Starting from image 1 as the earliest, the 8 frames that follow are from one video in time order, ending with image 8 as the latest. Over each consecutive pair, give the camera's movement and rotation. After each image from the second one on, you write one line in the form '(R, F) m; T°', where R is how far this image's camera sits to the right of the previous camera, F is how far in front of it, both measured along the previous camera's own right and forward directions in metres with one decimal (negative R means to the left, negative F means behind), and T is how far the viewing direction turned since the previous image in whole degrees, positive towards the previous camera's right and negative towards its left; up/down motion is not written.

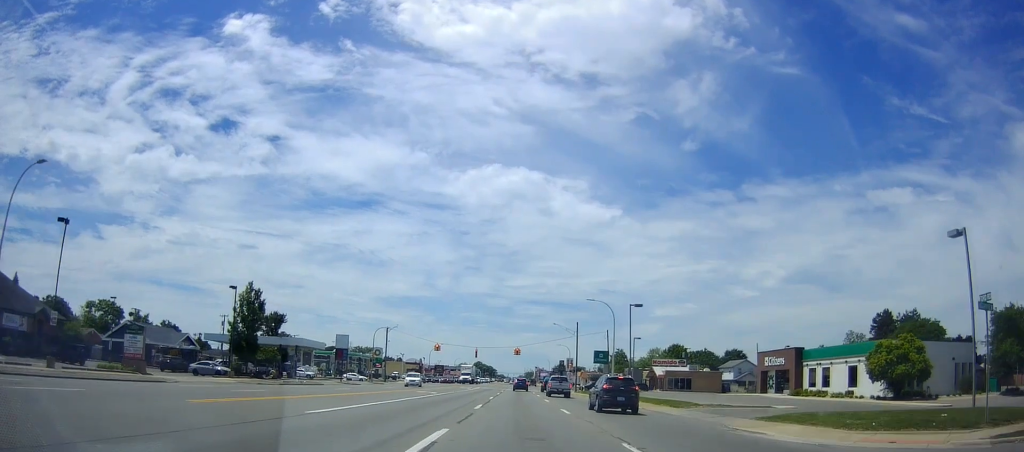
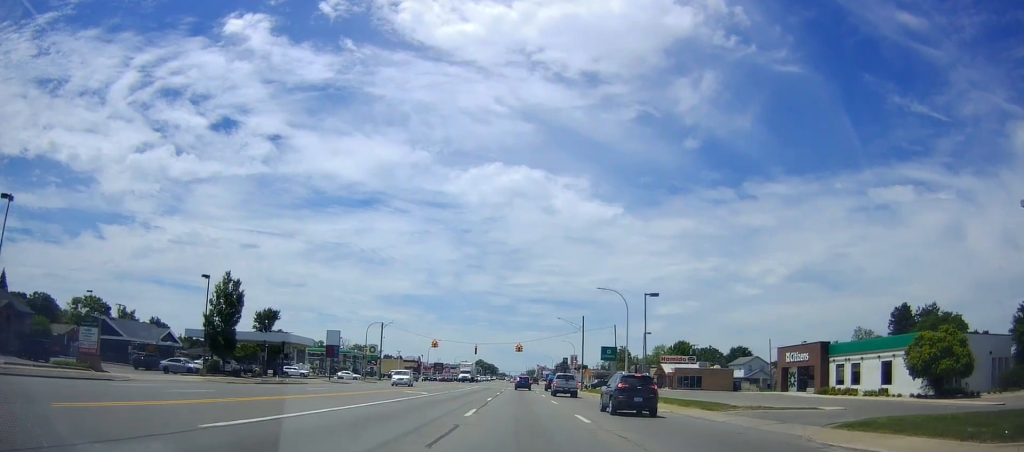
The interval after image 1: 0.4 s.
(-0.2, +6.0) m; 0°
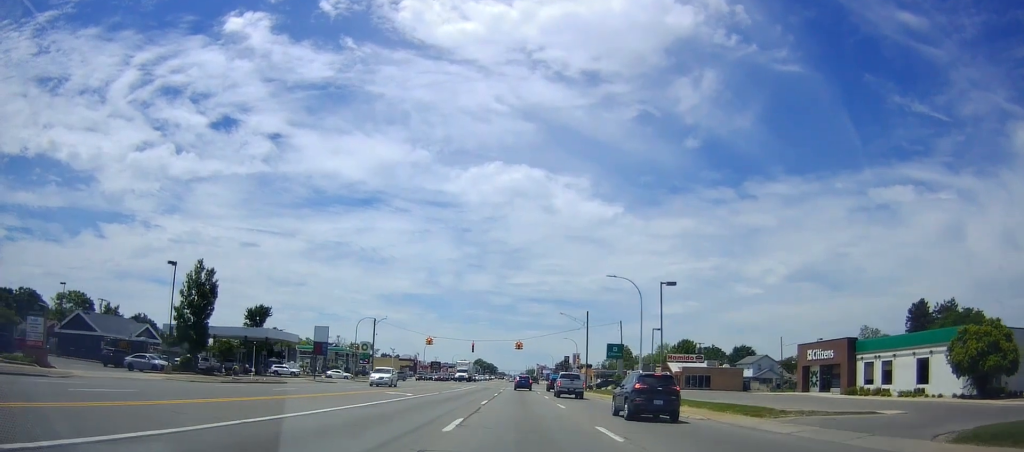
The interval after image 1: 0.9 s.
(+0.1, +5.7) m; +1°
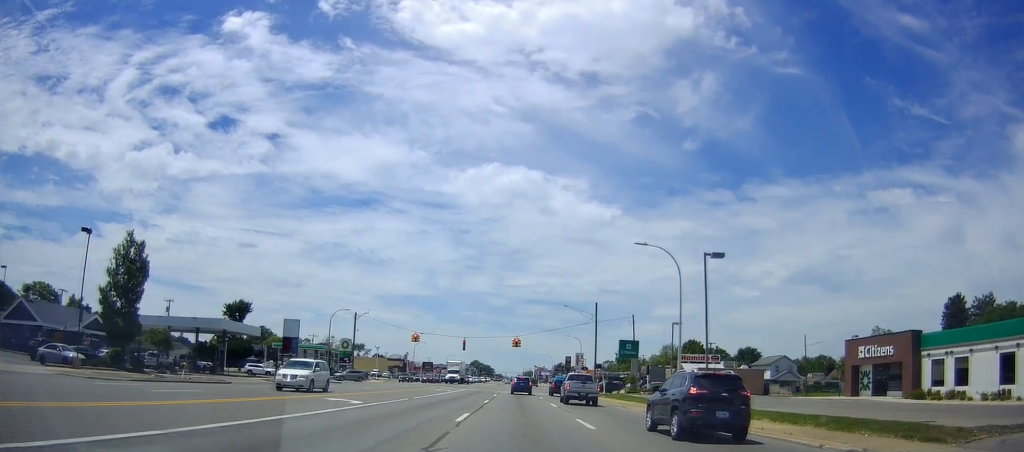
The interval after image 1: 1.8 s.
(+0.2, +11.7) m; +1°
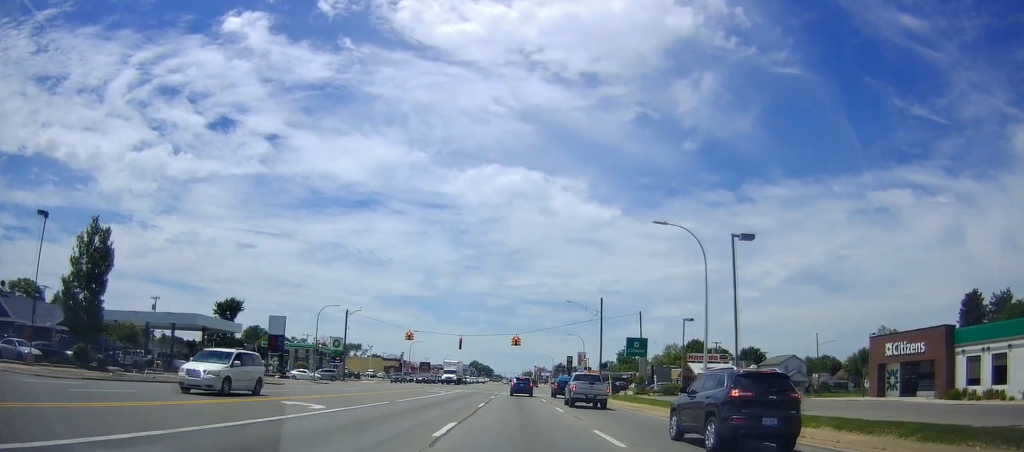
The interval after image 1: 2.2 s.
(0.0, +4.9) m; 0°
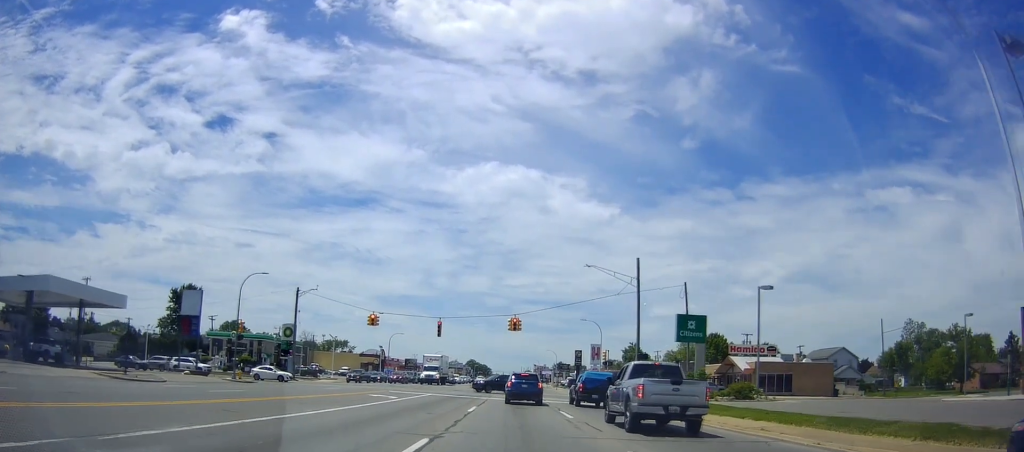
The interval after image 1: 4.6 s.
(0.0, +22.5) m; 0°
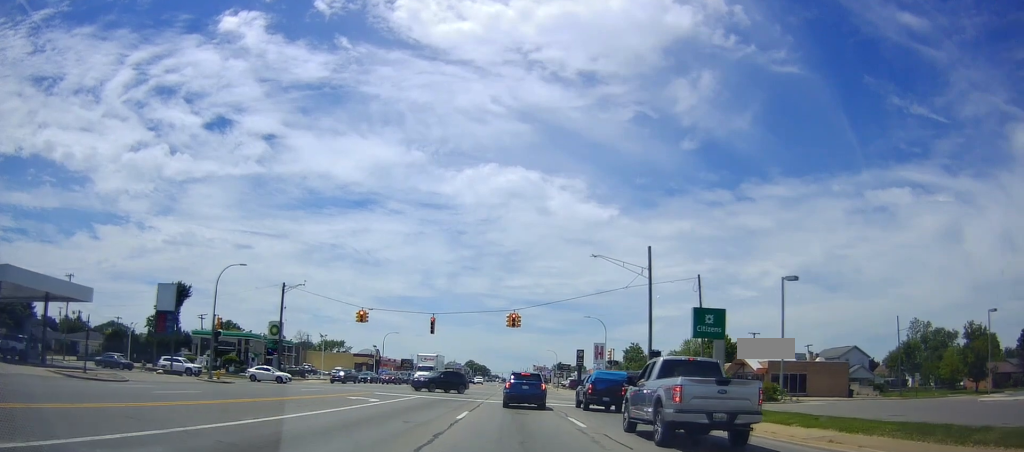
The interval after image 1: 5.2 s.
(0.0, +5.1) m; -3°
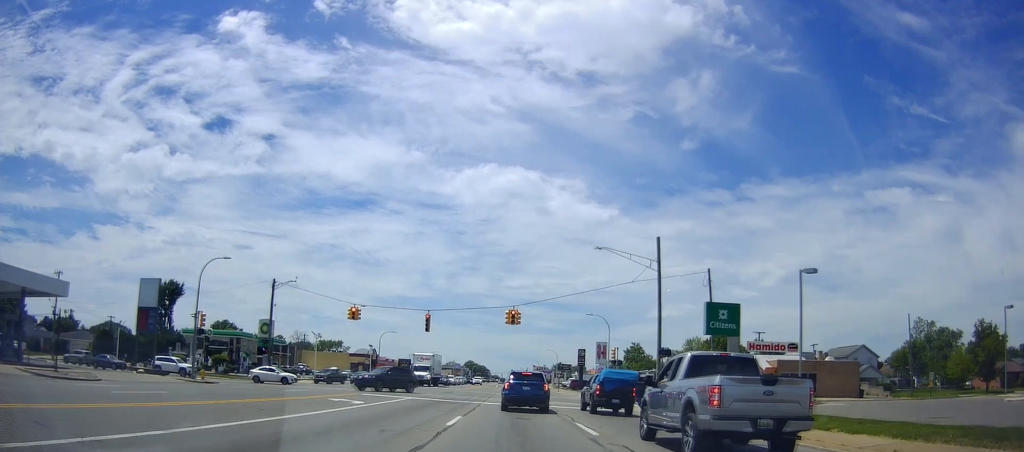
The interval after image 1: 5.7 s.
(-0.1, +3.3) m; 0°
